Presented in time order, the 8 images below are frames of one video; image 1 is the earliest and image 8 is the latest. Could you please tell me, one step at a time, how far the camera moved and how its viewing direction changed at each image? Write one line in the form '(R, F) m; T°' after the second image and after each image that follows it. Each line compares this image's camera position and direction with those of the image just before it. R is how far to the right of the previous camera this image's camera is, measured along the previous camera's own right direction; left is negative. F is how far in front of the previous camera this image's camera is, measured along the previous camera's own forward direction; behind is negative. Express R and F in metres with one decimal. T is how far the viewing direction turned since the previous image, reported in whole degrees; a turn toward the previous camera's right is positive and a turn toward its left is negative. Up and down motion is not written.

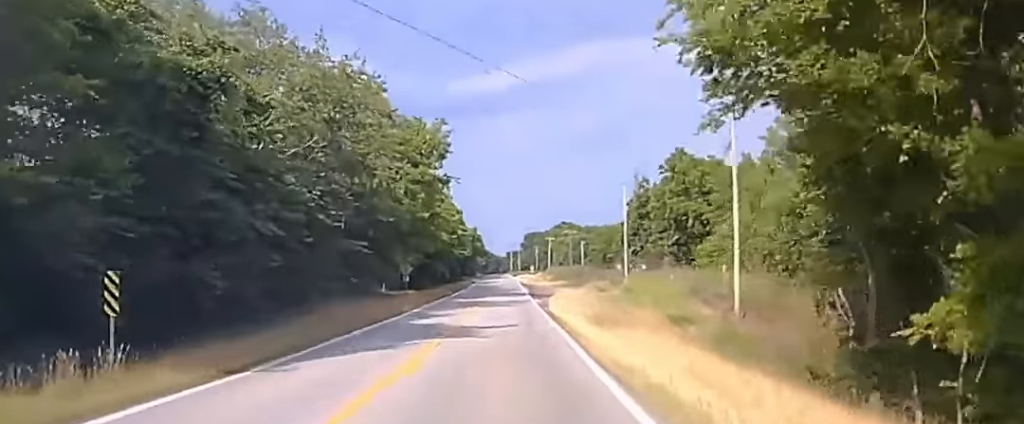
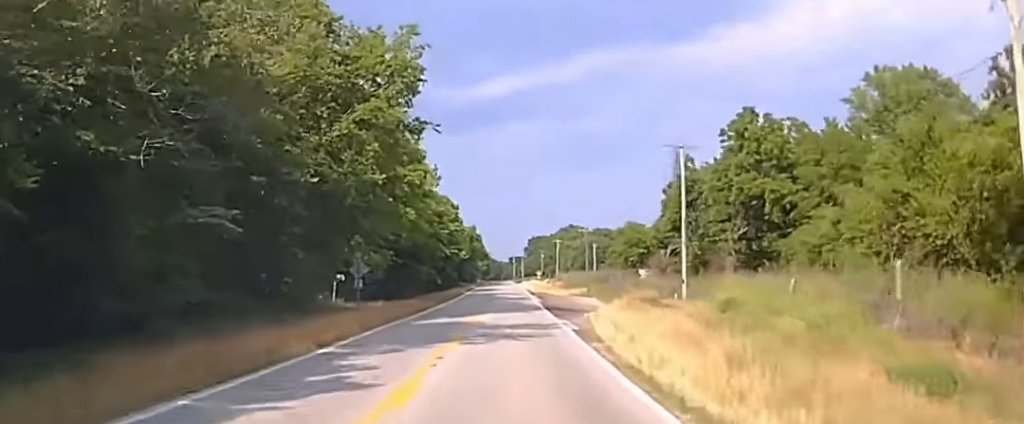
(+0.1, +33.9) m; 0°
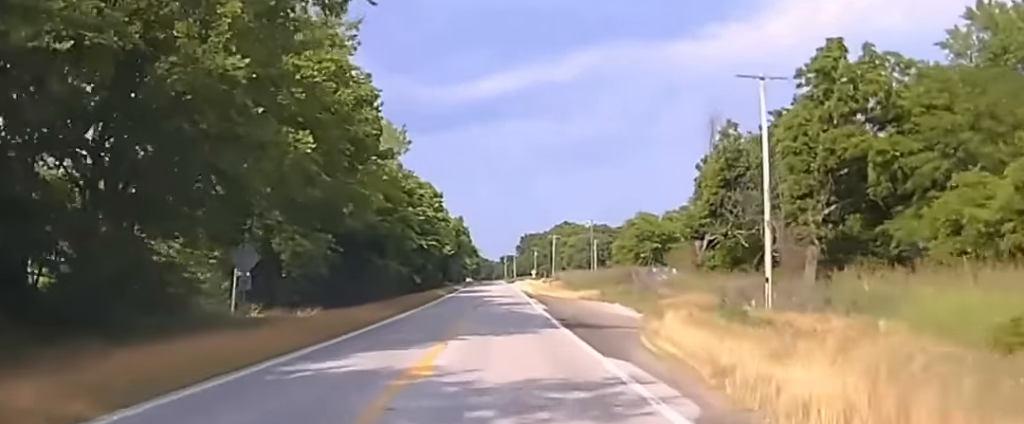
(-0.3, +26.1) m; 0°
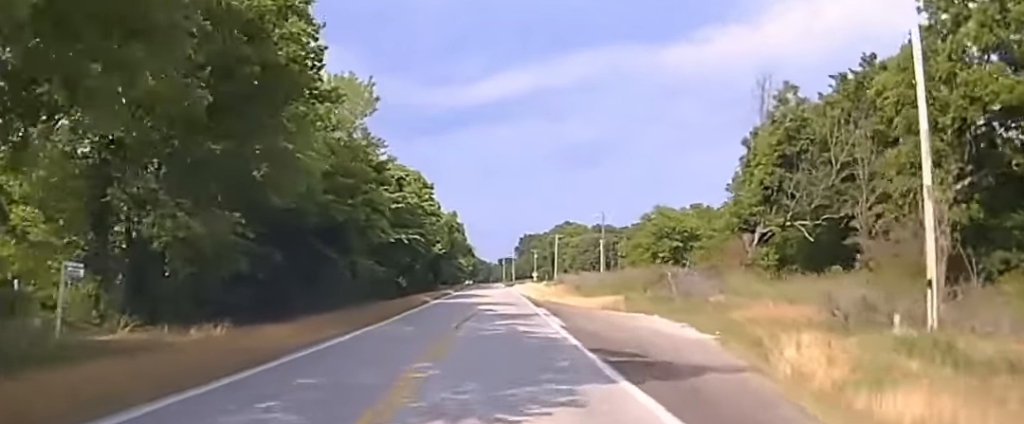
(0.0, +22.1) m; 0°
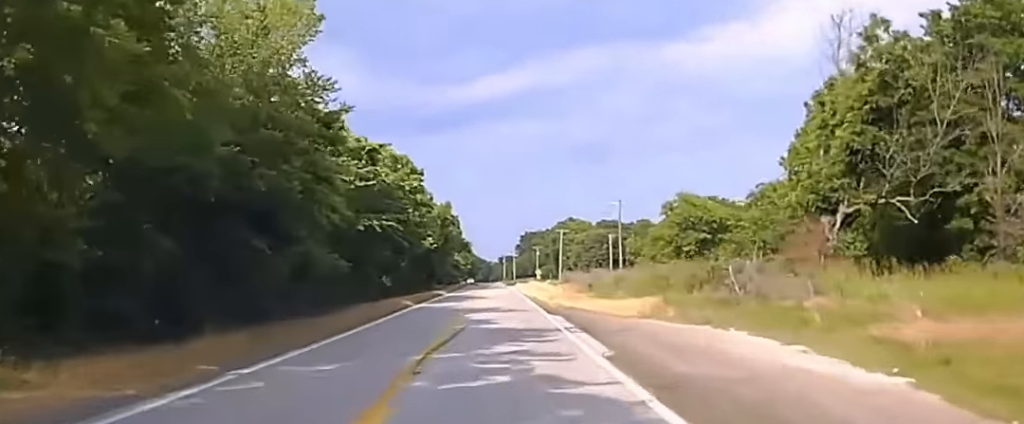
(+0.1, +20.3) m; 0°
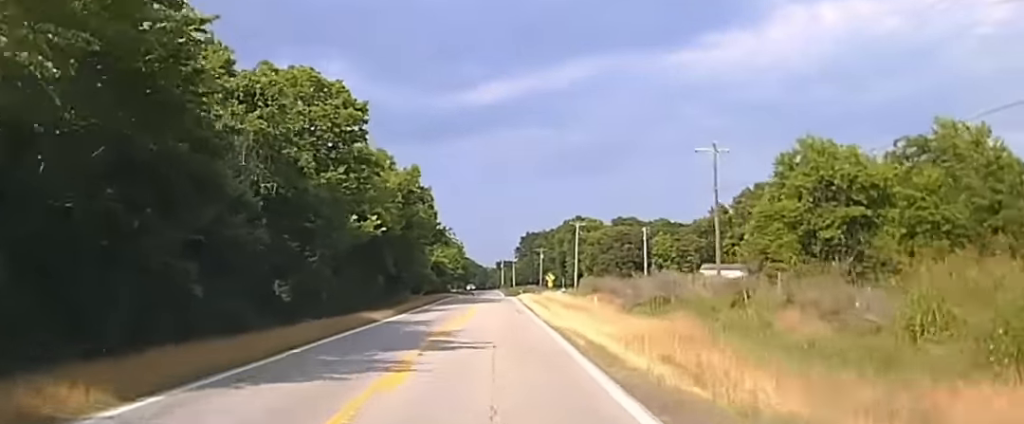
(+0.1, +42.5) m; 0°
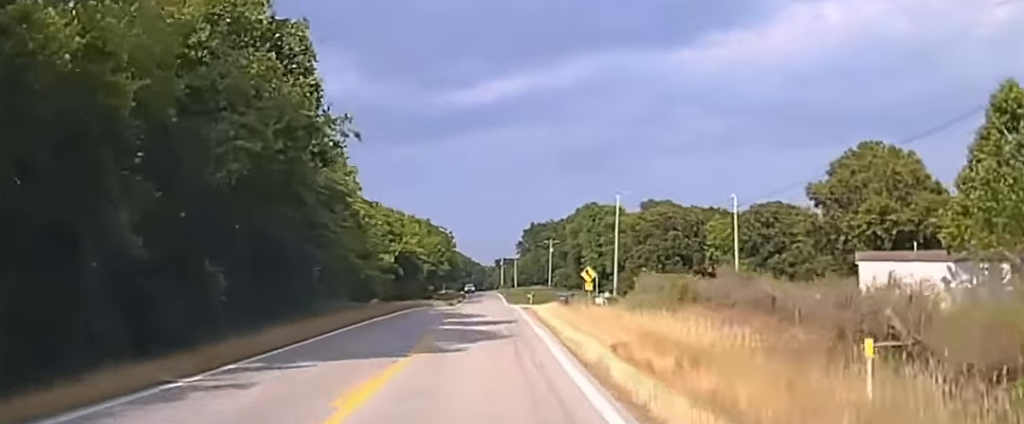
(+0.1, +44.1) m; 0°
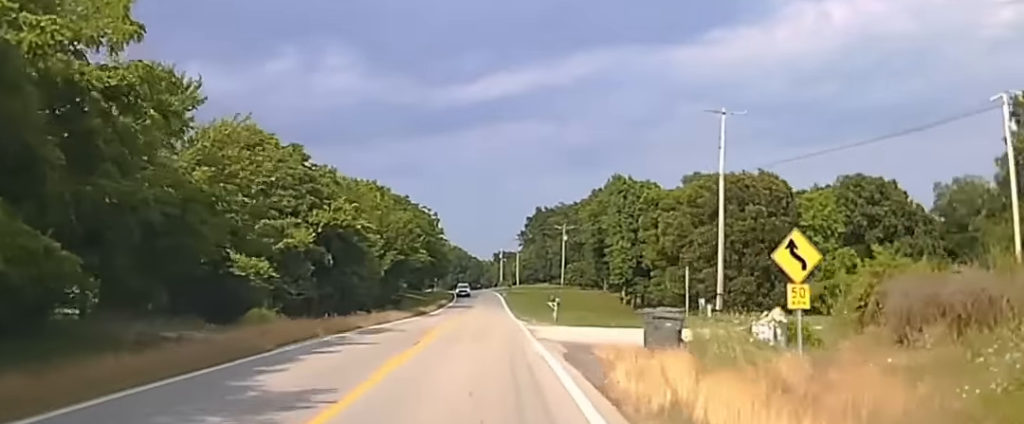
(0.0, +42.2) m; 0°
